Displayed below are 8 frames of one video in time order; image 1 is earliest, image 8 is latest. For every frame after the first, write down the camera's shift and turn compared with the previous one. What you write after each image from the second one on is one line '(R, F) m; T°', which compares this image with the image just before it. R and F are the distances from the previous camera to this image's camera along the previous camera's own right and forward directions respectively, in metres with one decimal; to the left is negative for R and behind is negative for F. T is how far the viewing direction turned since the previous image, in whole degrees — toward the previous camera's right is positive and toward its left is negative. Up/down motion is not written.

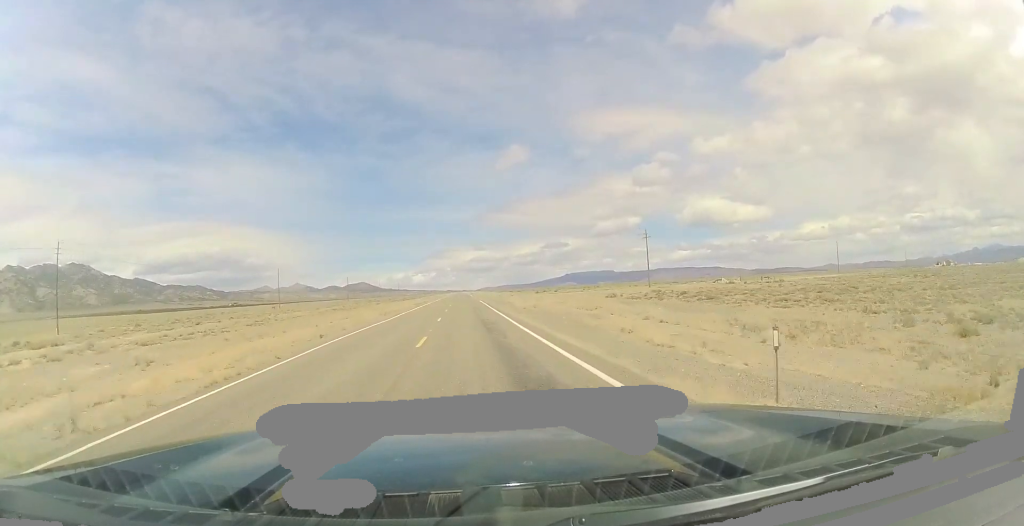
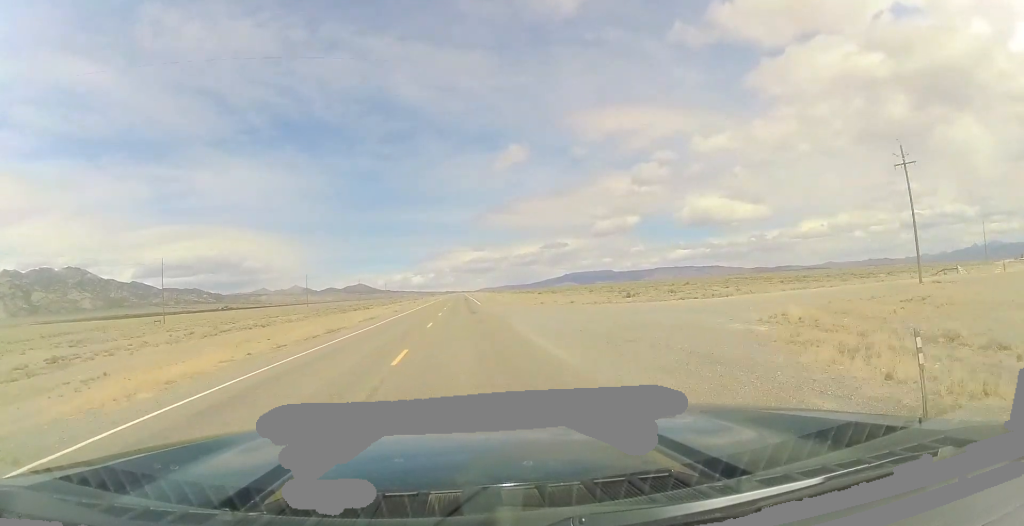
(+0.7, +72.0) m; +1°
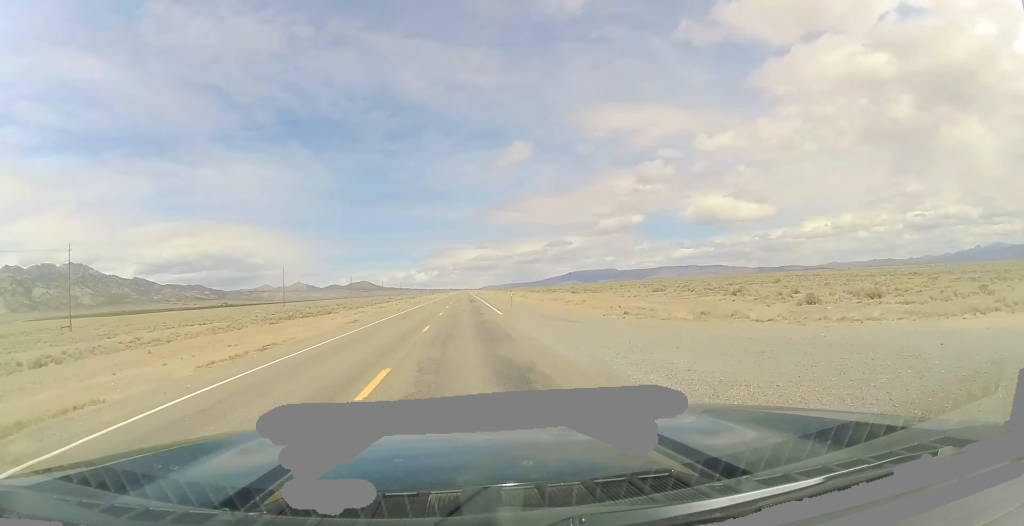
(-0.5, +31.6) m; -1°
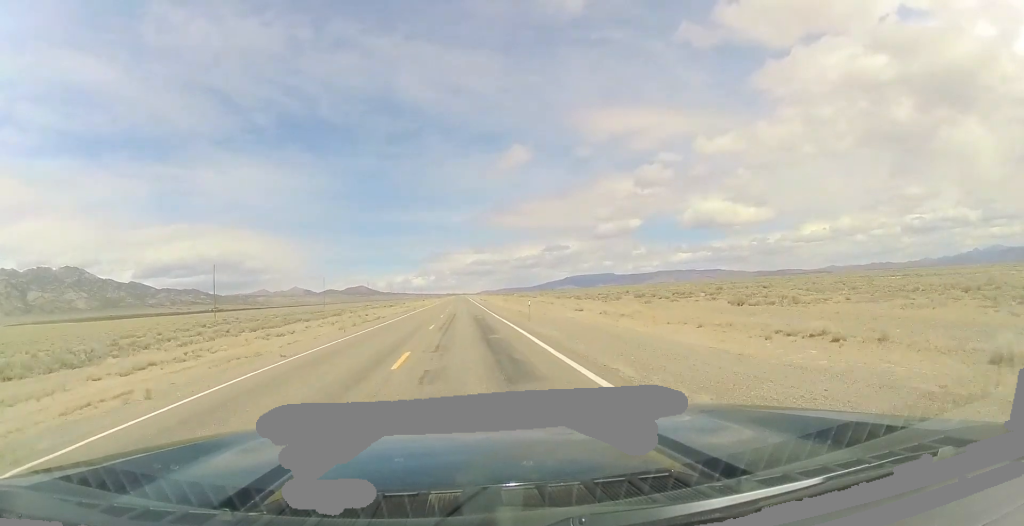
(+0.2, +50.7) m; 0°
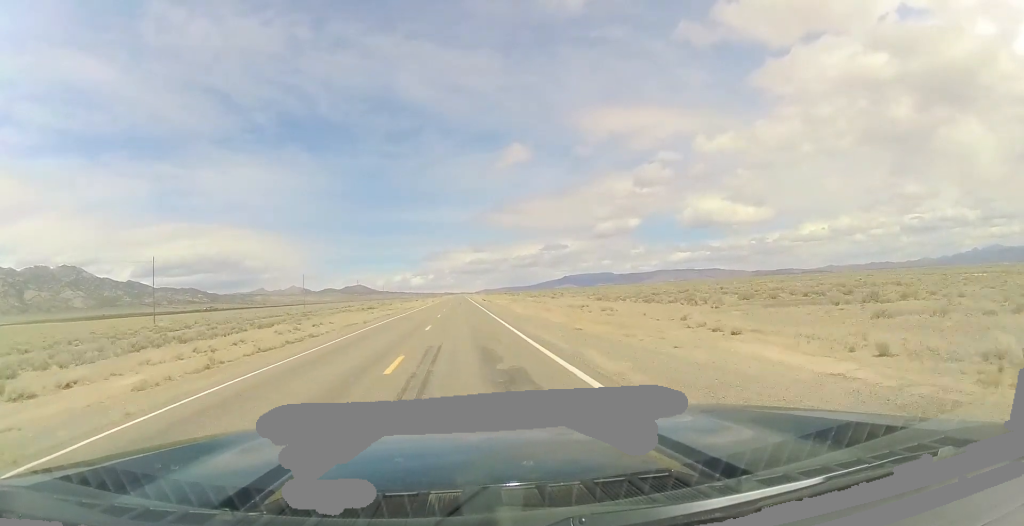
(0.0, +27.7) m; 0°
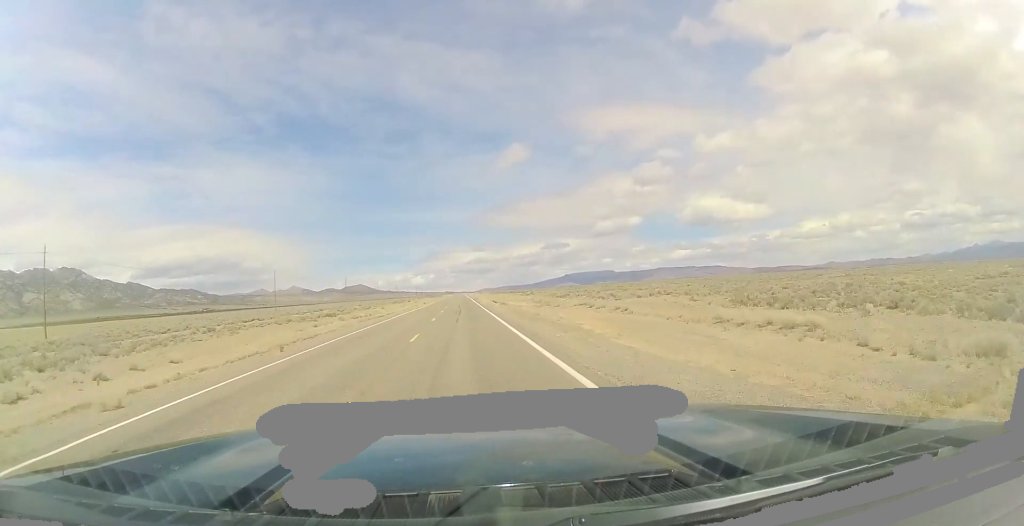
(0.0, +33.6) m; +1°
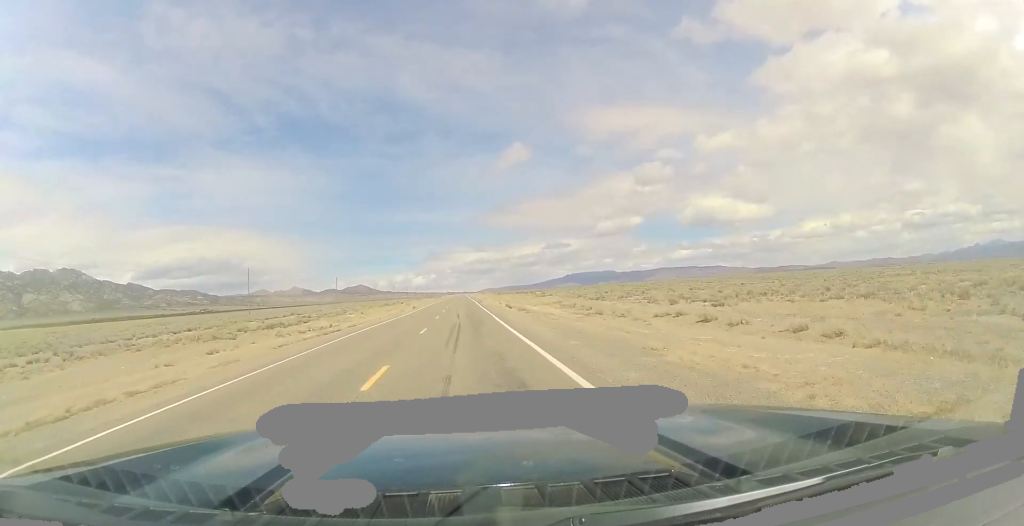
(+0.4, +22.7) m; 0°
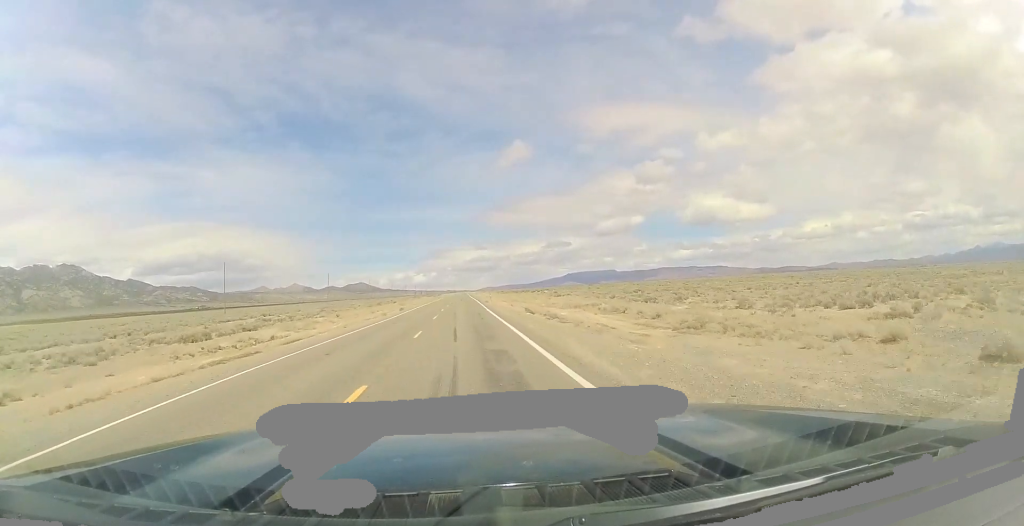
(+0.2, +16.7) m; 0°
